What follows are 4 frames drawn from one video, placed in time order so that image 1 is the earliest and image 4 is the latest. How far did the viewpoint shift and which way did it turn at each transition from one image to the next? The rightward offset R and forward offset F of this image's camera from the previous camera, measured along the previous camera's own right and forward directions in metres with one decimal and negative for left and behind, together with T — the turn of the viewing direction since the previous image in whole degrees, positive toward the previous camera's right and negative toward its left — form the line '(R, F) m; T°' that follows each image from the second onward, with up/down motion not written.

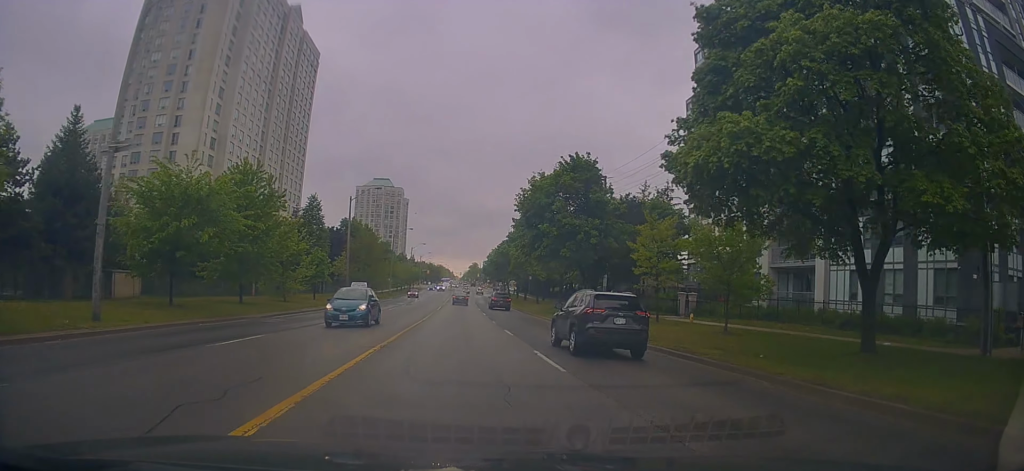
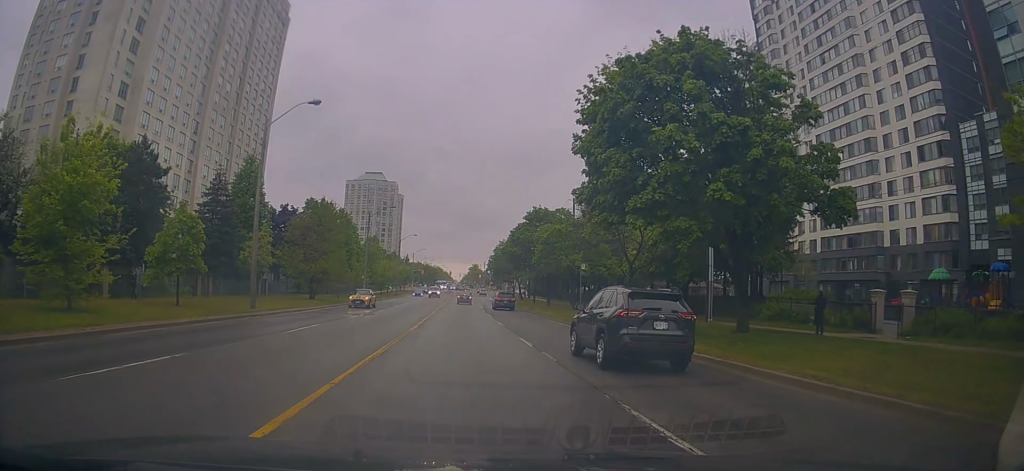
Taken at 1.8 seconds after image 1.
(+0.8, +26.1) m; +4°
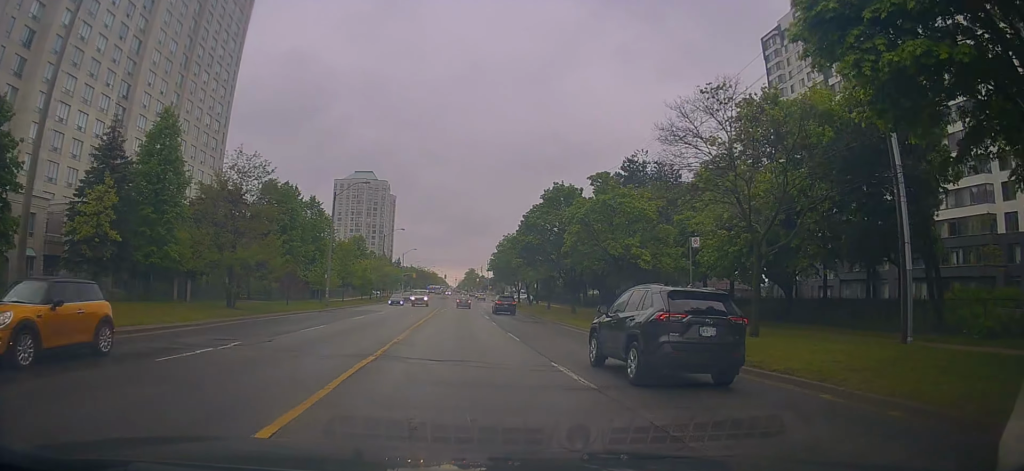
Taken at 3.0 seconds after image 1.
(+0.1, +17.6) m; -2°
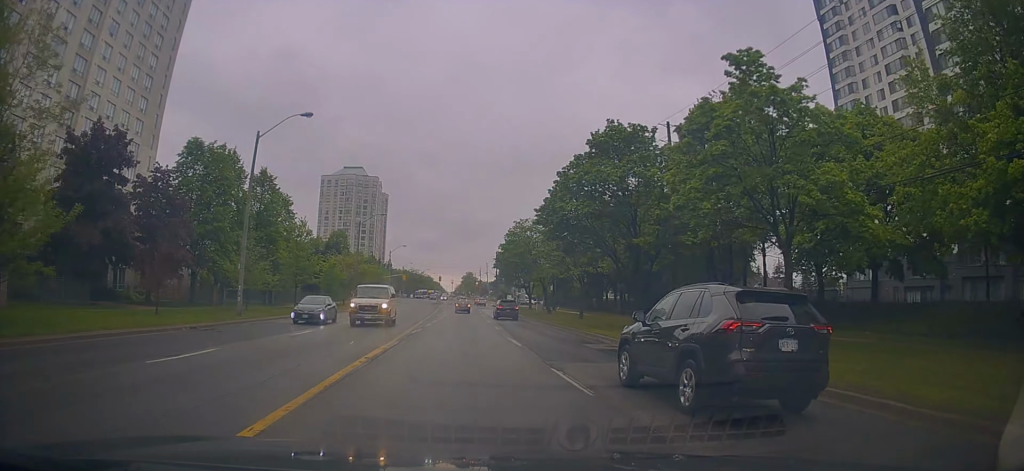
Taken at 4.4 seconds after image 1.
(-0.7, +20.7) m; 0°
